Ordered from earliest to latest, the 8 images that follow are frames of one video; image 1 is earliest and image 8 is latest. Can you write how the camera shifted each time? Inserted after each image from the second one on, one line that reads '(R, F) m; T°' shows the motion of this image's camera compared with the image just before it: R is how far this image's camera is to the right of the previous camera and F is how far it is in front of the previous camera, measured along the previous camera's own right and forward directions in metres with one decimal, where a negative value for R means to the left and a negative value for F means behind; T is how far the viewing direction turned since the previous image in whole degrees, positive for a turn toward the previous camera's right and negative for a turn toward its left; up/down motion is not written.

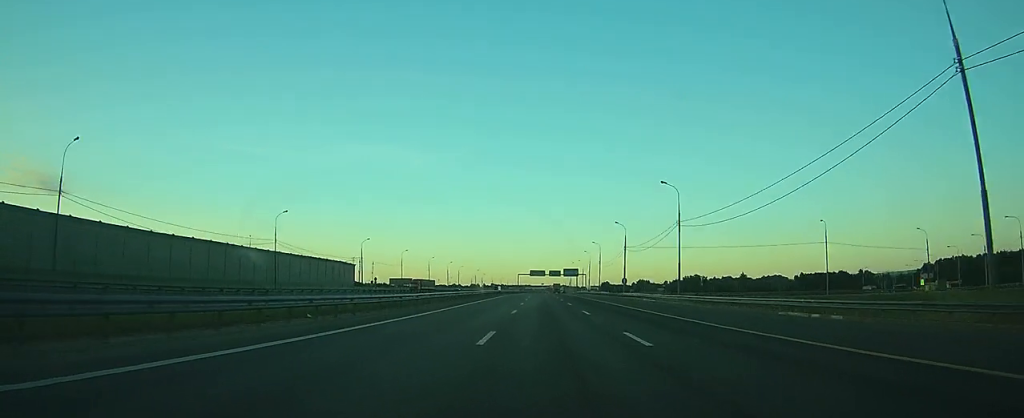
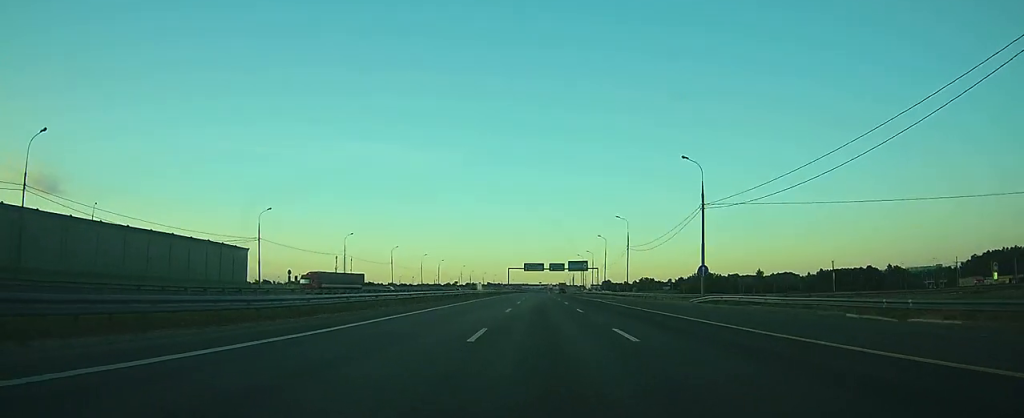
(0.0, +47.2) m; 0°
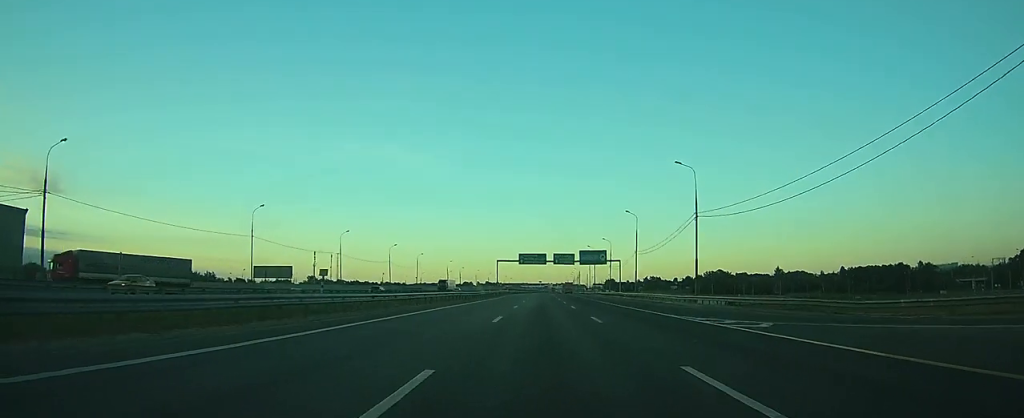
(-0.2, +40.3) m; 0°
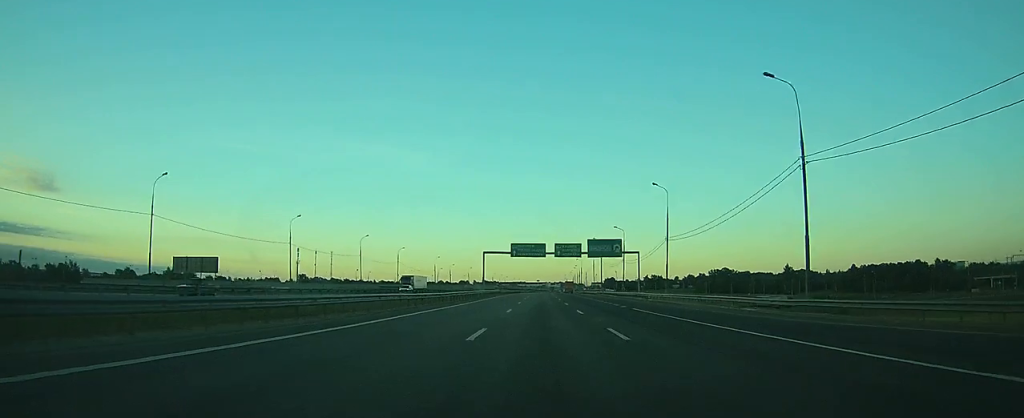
(0.0, +22.7) m; 0°
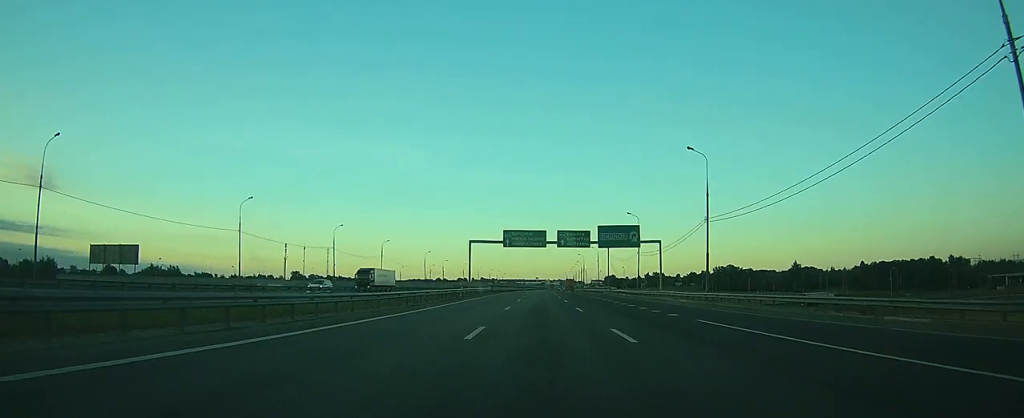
(0.0, +16.1) m; 0°
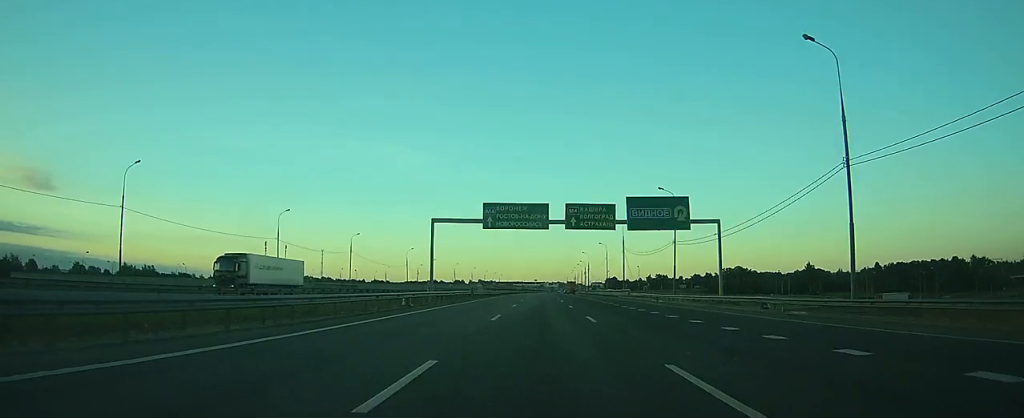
(0.0, +23.7) m; 0°
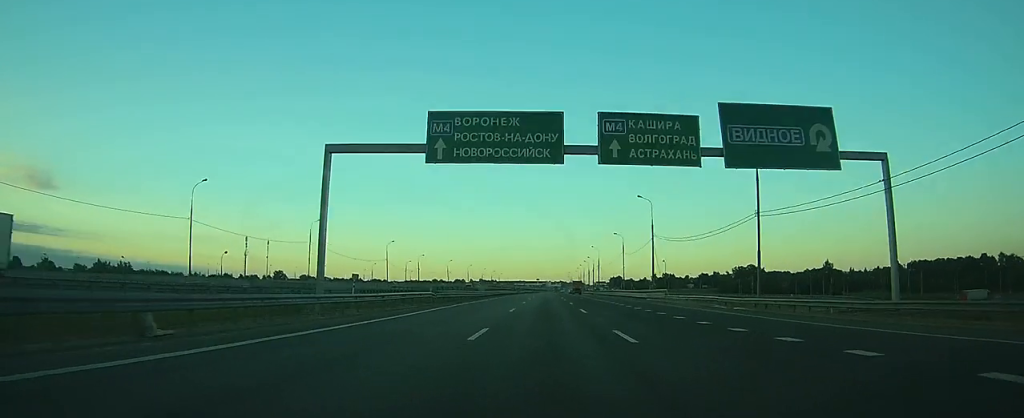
(0.0, +23.7) m; 0°
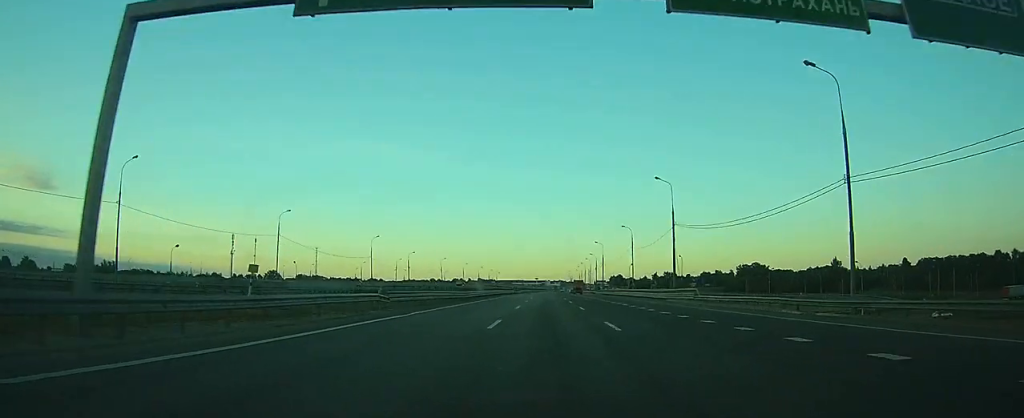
(0.0, +12.4) m; 0°
